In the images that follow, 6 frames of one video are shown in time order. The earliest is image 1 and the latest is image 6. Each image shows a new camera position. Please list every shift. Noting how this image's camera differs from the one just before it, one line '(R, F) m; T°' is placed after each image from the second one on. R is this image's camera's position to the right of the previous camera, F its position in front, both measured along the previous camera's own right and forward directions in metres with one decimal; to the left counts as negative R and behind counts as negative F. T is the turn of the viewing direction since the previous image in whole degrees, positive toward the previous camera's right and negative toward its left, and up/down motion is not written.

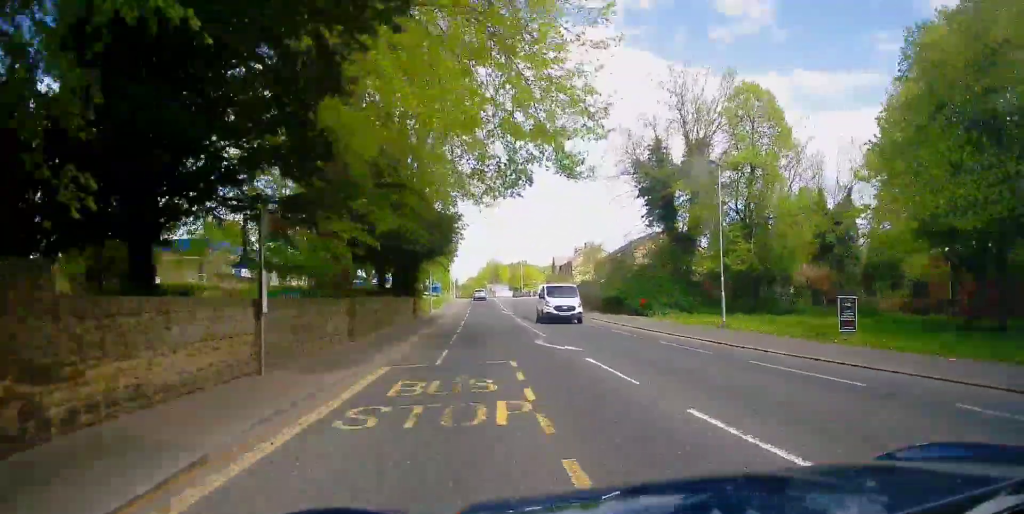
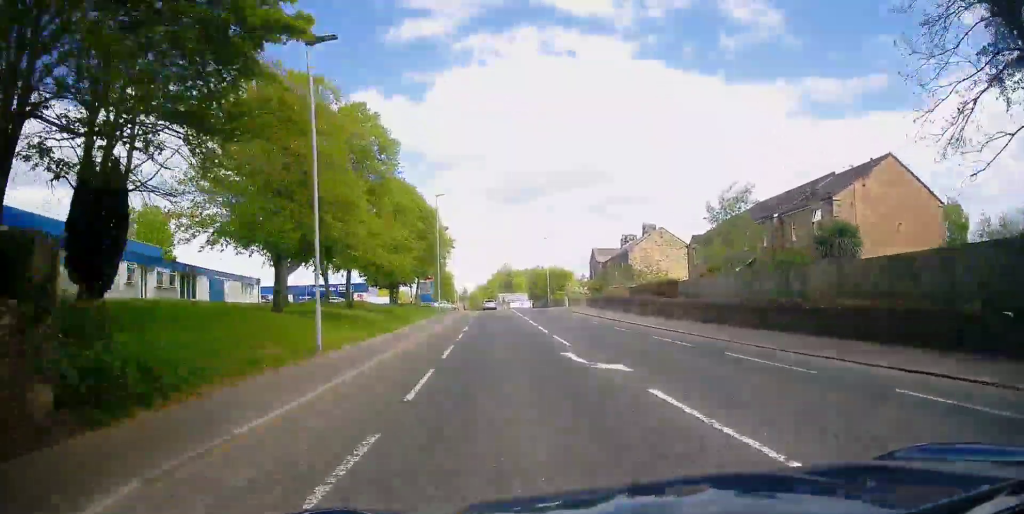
(+0.2, +34.5) m; -2°
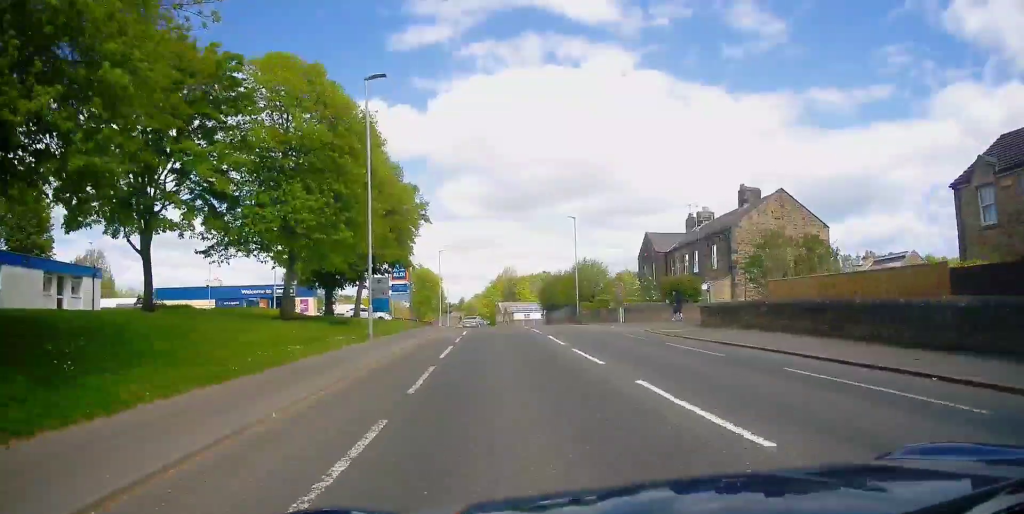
(-0.1, +29.8) m; +1°
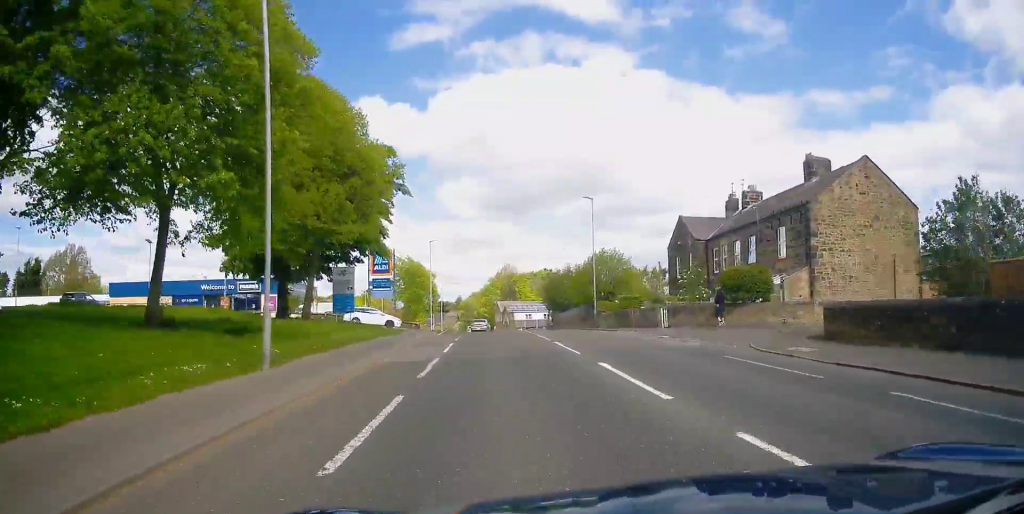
(0.0, +10.2) m; 0°
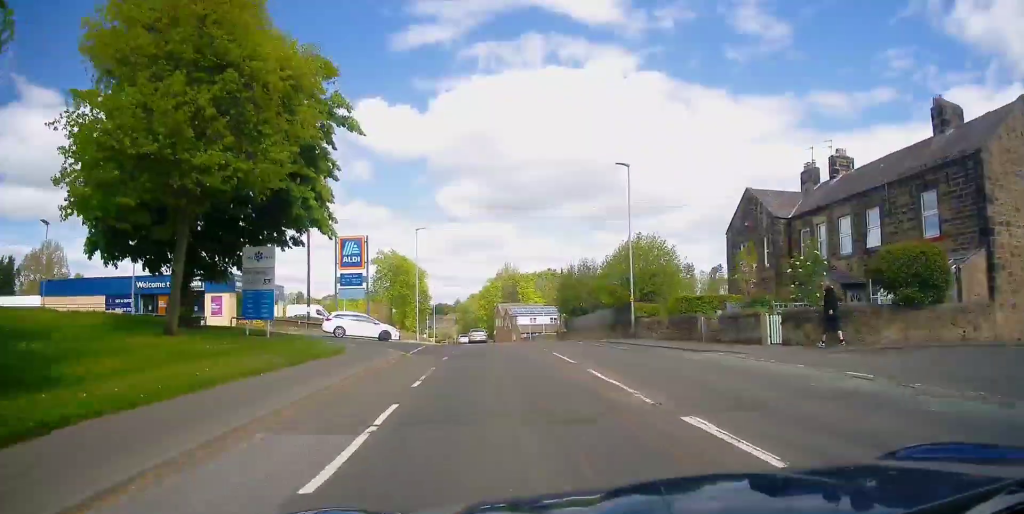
(0.0, +13.2) m; -1°
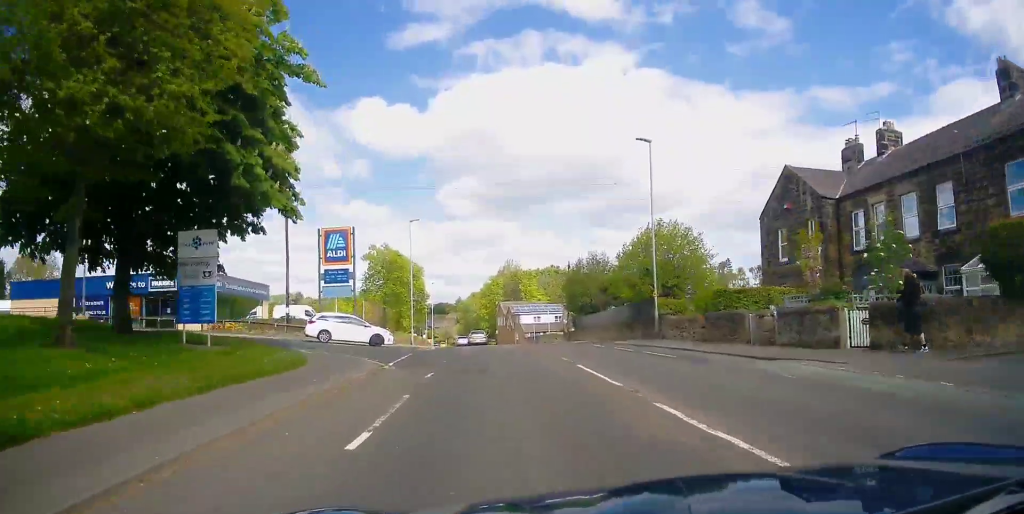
(-0.1, +4.8) m; 0°
